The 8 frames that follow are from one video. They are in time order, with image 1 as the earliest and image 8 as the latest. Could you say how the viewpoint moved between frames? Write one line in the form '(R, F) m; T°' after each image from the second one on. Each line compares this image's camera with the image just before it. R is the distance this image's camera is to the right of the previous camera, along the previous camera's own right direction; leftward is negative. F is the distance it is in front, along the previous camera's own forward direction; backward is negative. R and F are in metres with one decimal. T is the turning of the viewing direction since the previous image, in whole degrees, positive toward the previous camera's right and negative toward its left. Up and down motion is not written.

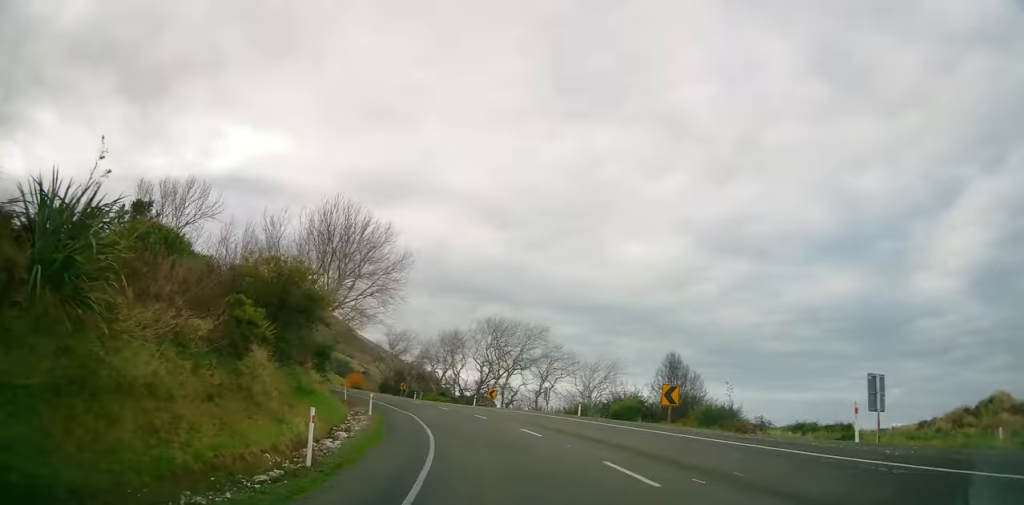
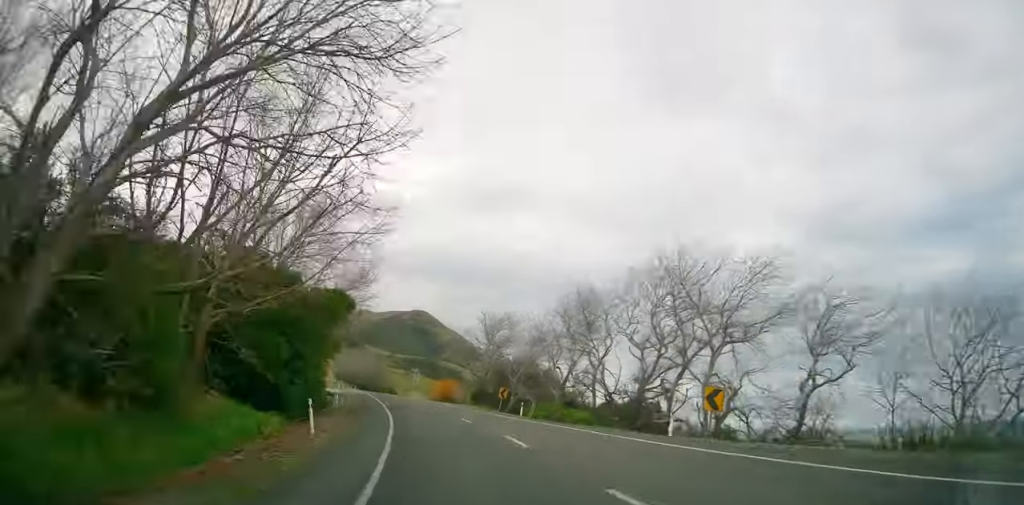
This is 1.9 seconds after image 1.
(-2.3, +33.9) m; -8°
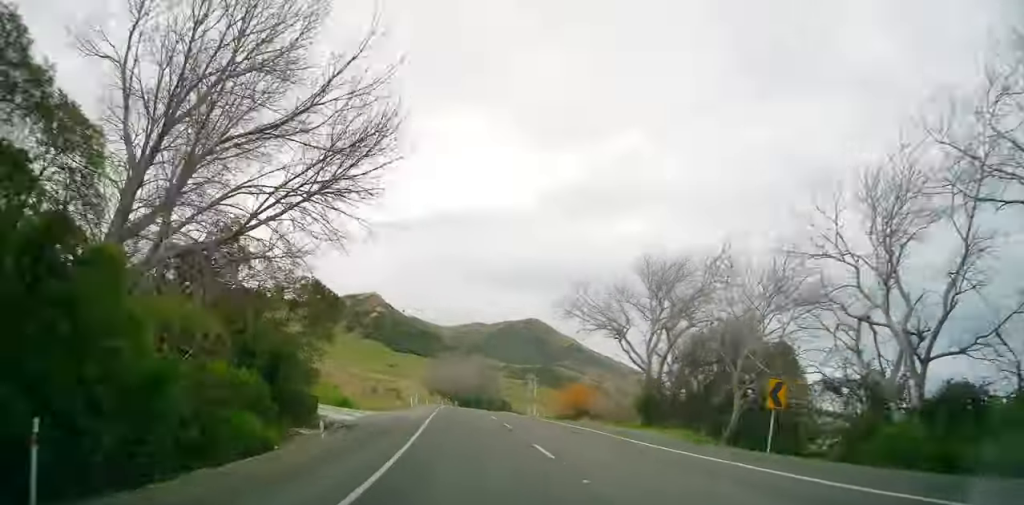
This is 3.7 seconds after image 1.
(-5.6, +34.5) m; -5°
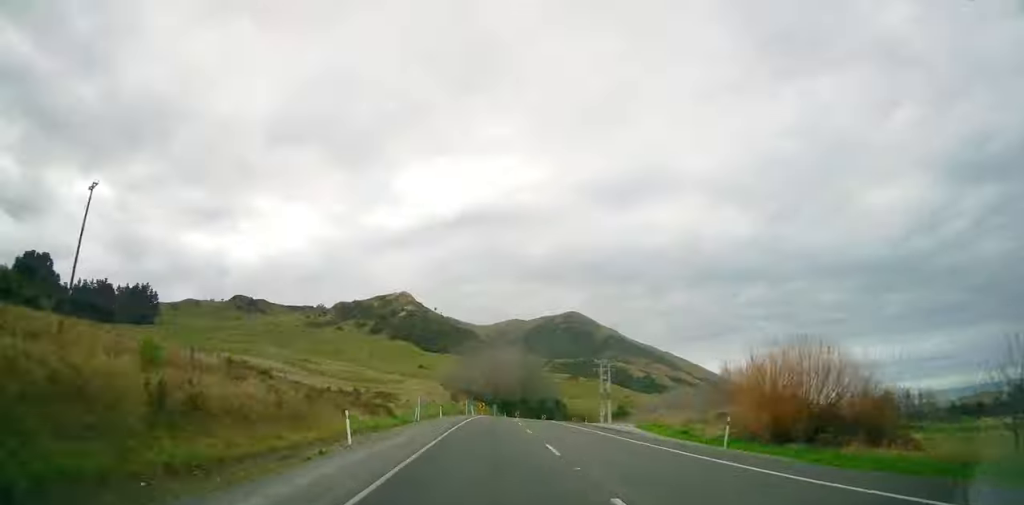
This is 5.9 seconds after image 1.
(-2.7, +40.4) m; -1°
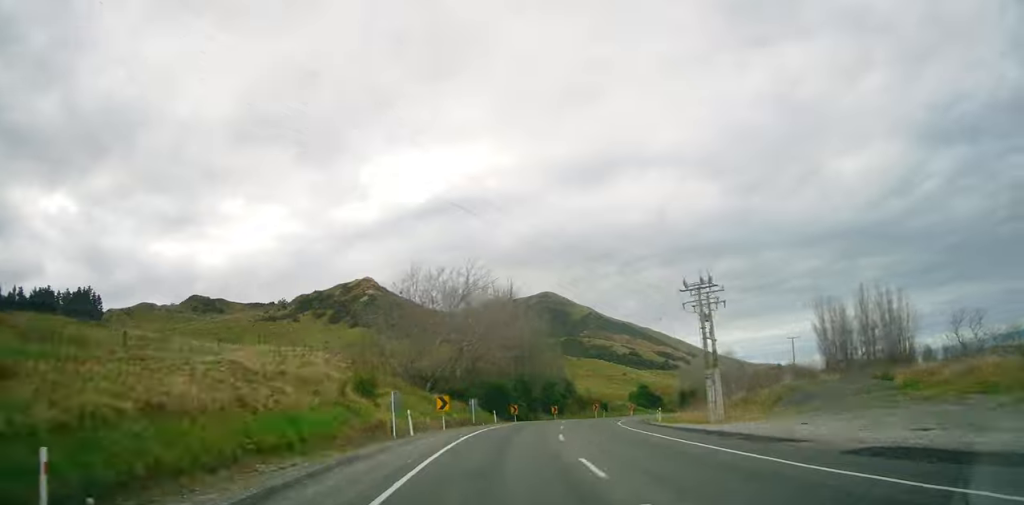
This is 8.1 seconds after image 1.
(-2.2, +44.1) m; +8°
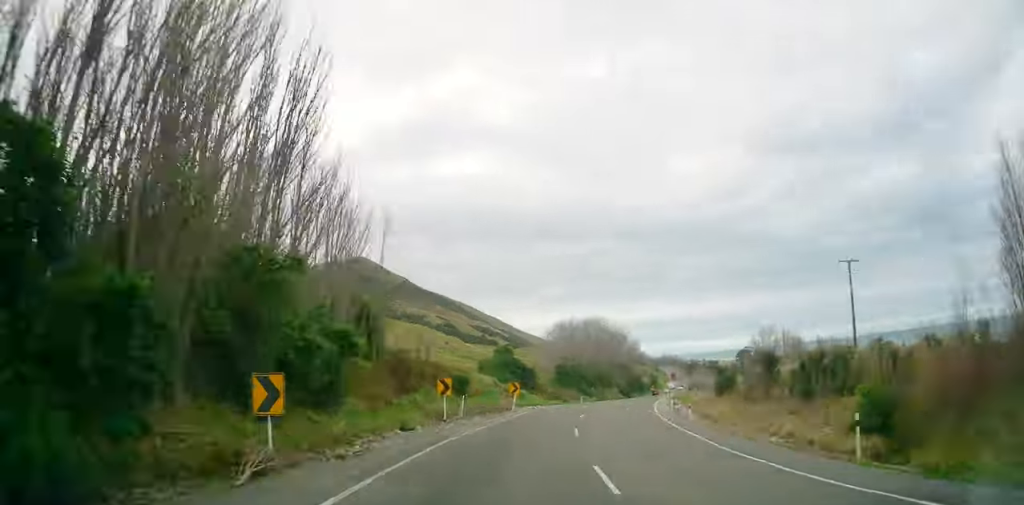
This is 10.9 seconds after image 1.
(+7.8, +54.1) m; +13°
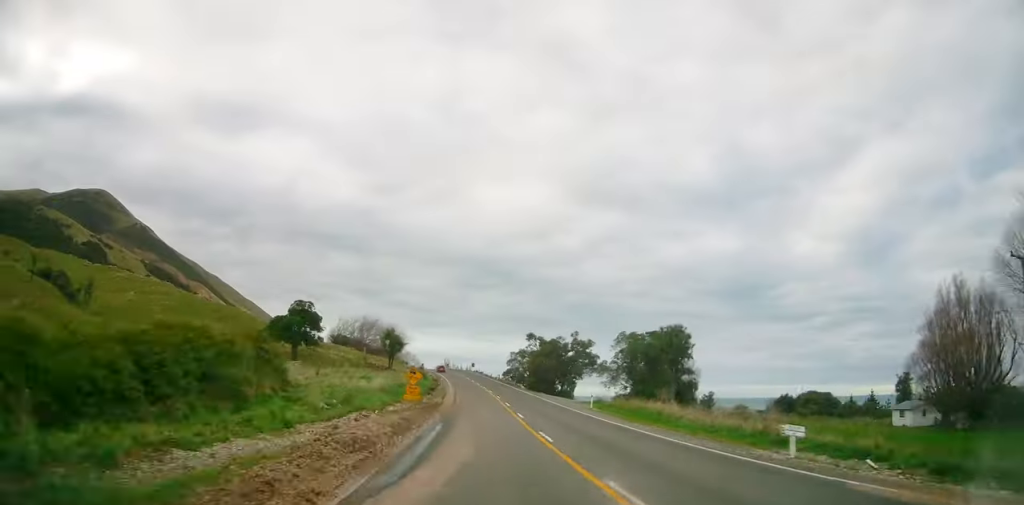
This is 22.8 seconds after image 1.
(+58.3, +243.7) m; +12°
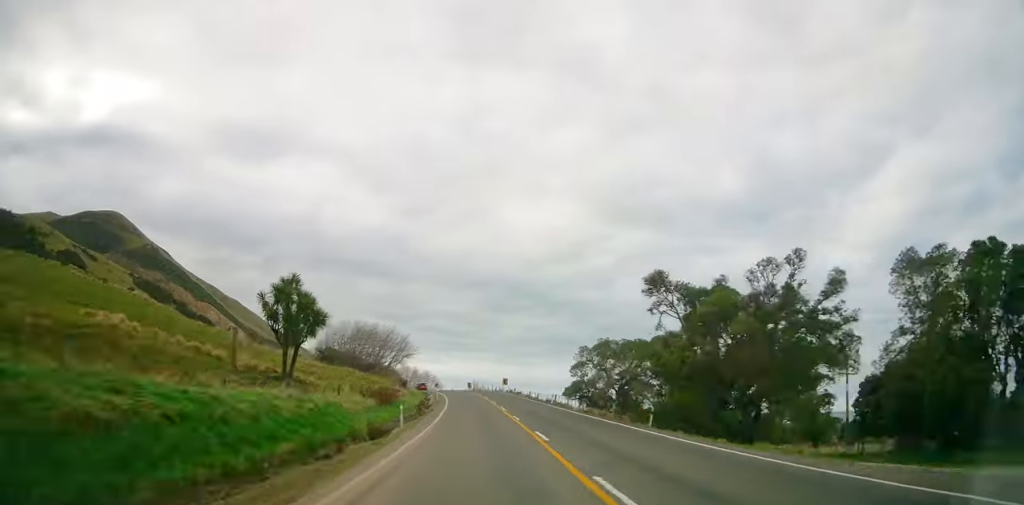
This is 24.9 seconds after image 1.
(+1.2, +45.3) m; -3°
